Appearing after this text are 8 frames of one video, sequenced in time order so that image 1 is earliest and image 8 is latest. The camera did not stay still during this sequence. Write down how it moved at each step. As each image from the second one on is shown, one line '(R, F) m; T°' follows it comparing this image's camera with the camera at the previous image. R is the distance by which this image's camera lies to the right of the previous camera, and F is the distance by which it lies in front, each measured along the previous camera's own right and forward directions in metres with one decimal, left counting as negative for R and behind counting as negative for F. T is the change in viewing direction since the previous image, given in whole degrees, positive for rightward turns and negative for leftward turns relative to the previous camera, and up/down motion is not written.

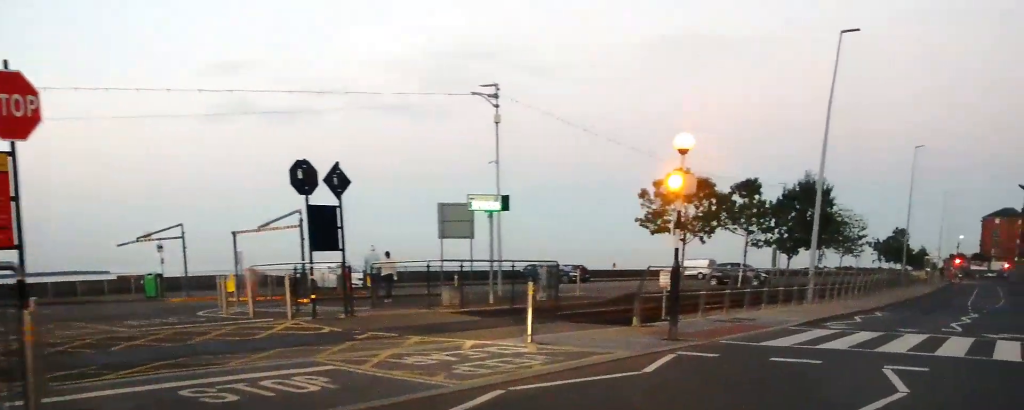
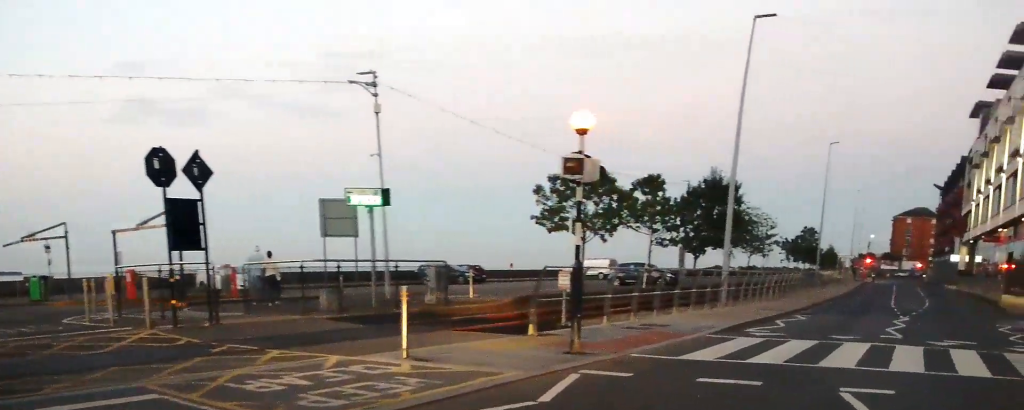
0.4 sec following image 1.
(+0.1, +1.9) m; +6°
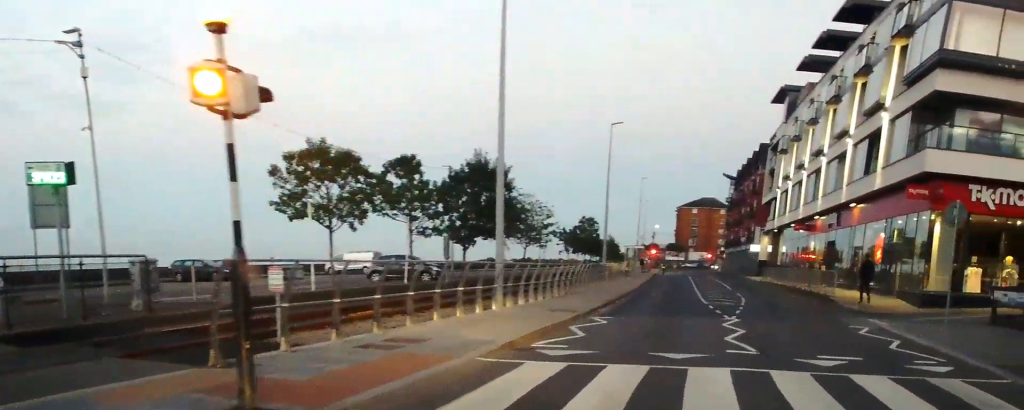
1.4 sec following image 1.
(+0.8, +4.7) m; +17°
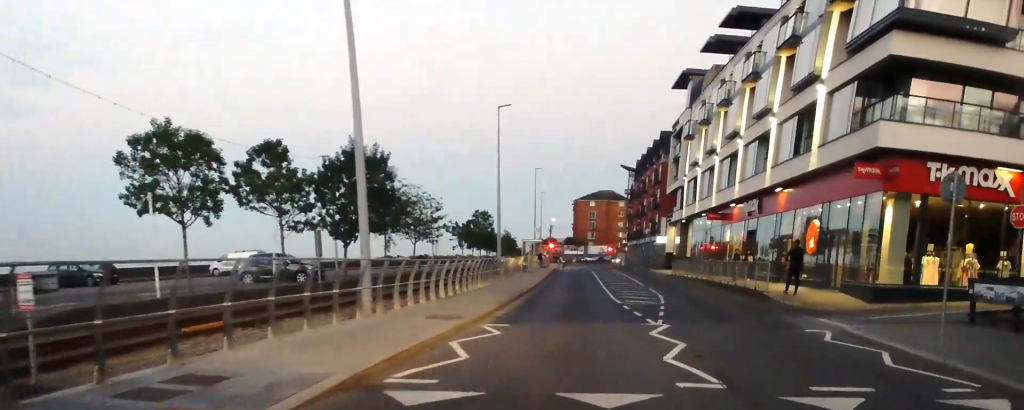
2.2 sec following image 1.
(+0.5, +4.1) m; +7°
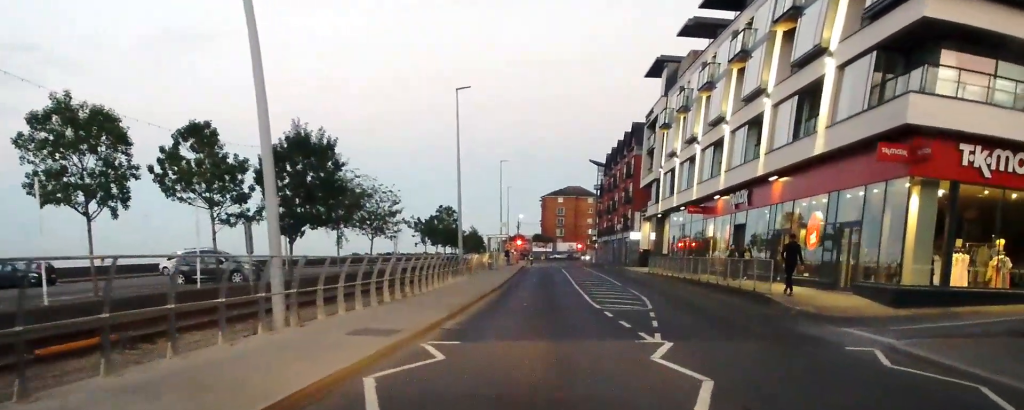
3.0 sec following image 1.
(0.0, +4.1) m; 0°
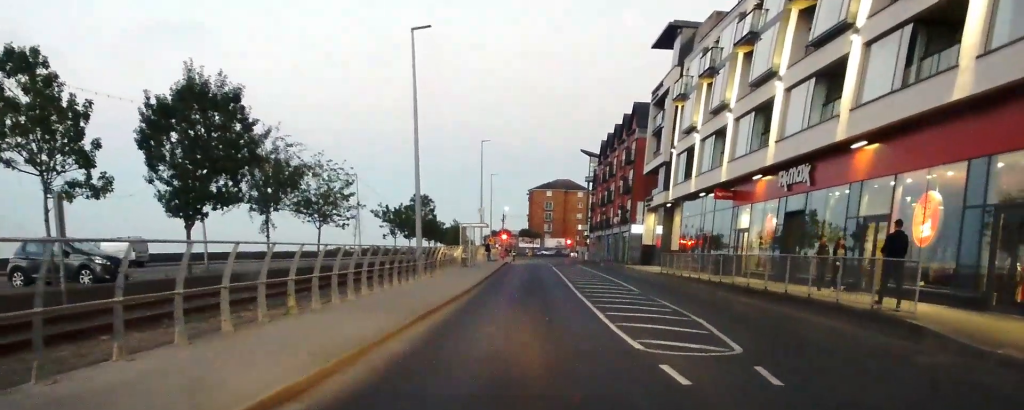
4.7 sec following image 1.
(0.0, +10.1) m; 0°
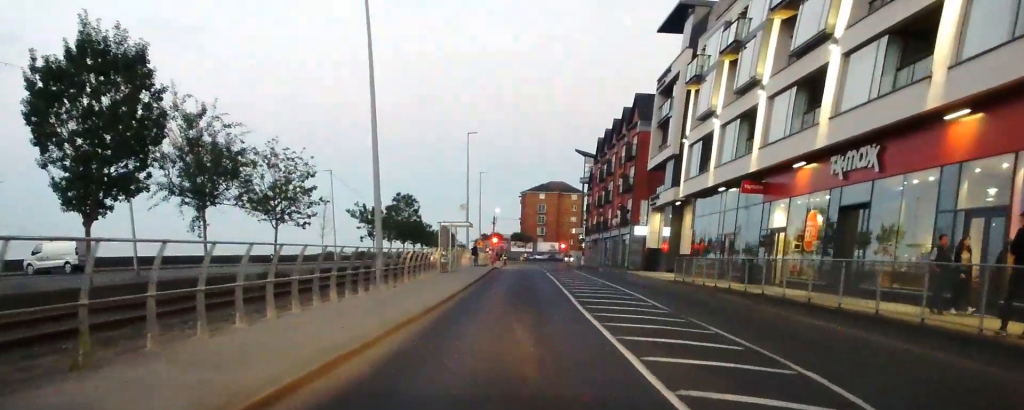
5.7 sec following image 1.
(0.0, +6.4) m; +2°
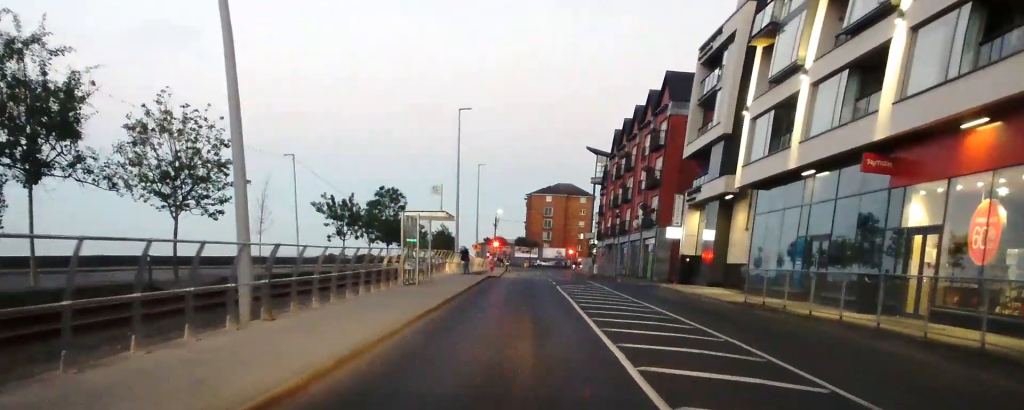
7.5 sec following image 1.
(+0.3, +11.9) m; 0°
